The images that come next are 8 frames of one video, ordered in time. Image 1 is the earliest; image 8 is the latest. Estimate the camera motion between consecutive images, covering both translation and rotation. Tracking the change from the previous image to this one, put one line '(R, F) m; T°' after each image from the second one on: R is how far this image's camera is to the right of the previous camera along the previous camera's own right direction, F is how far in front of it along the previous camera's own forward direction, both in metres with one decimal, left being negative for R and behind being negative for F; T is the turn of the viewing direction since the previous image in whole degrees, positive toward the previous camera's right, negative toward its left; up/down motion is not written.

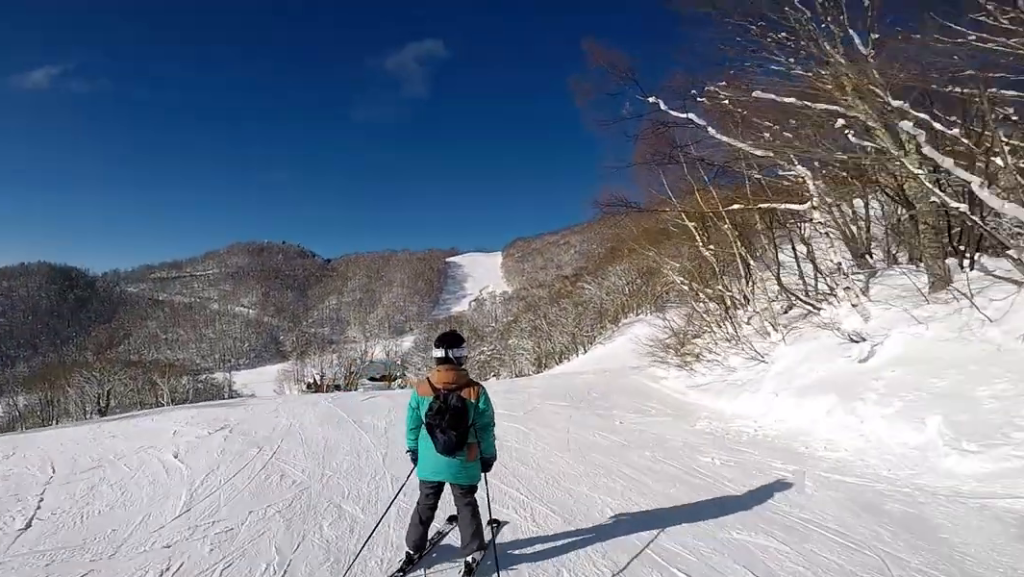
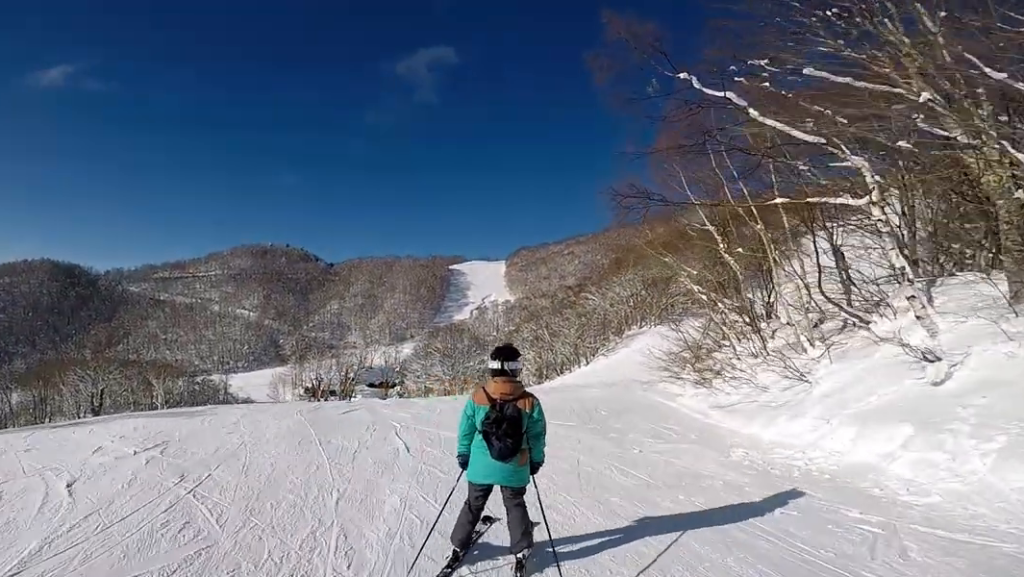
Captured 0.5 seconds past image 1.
(0.0, +1.8) m; -4°
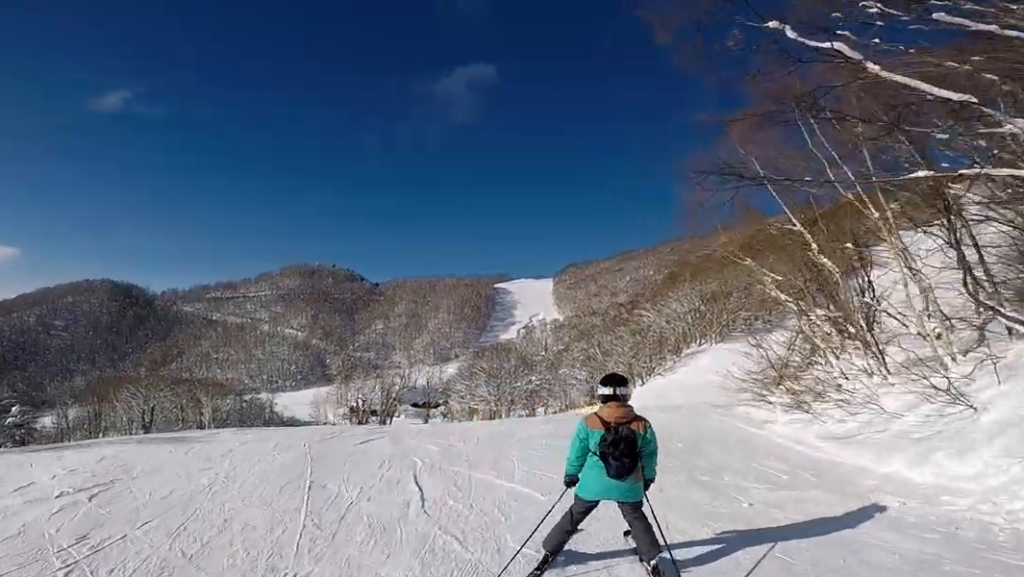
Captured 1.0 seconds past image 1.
(+0.1, +2.1) m; -11°
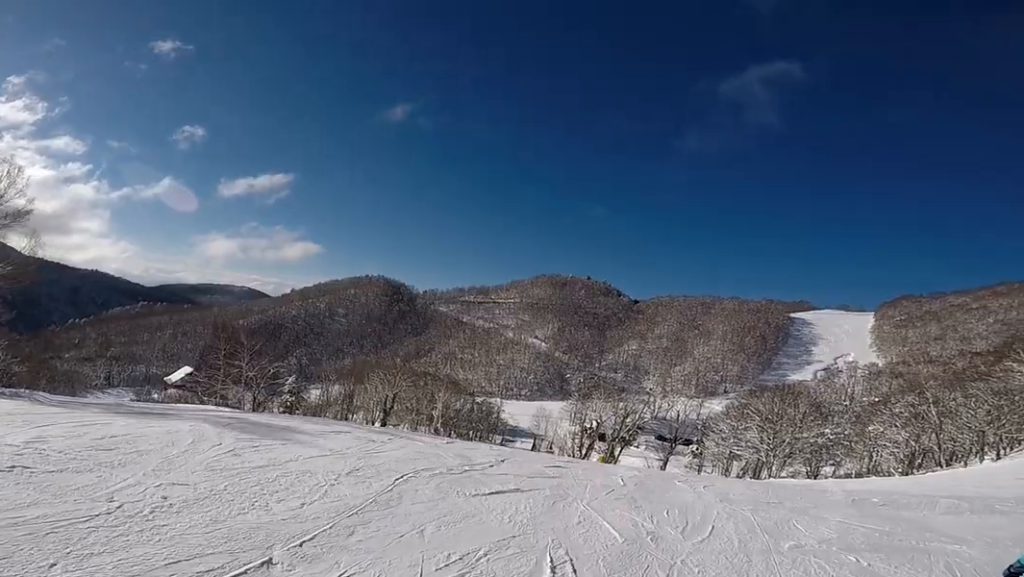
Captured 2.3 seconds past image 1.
(-1.2, +4.2) m; -21°
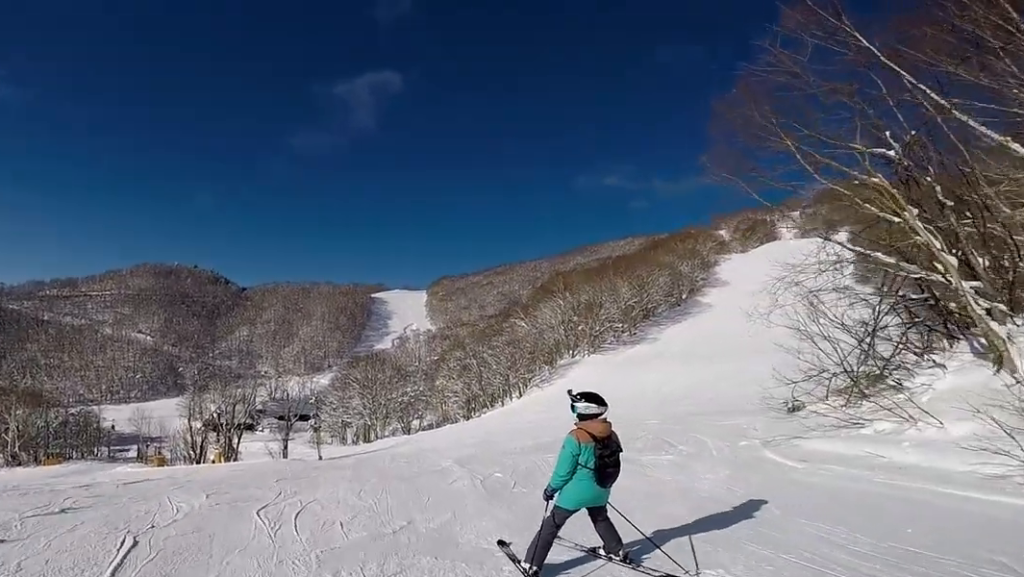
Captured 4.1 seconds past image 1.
(+1.5, +5.7) m; +16°
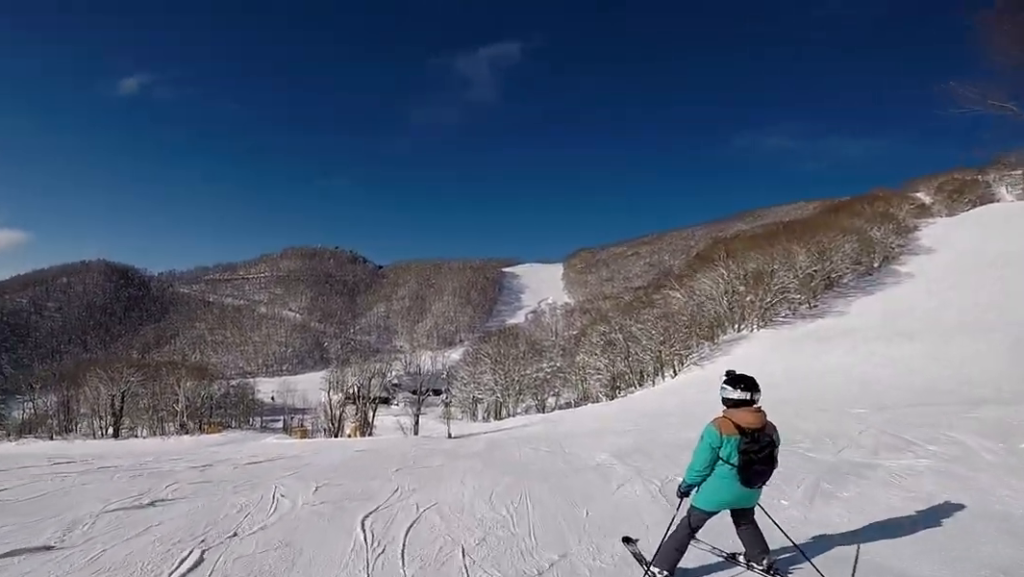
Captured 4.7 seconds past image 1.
(-0.3, +2.0) m; -7°
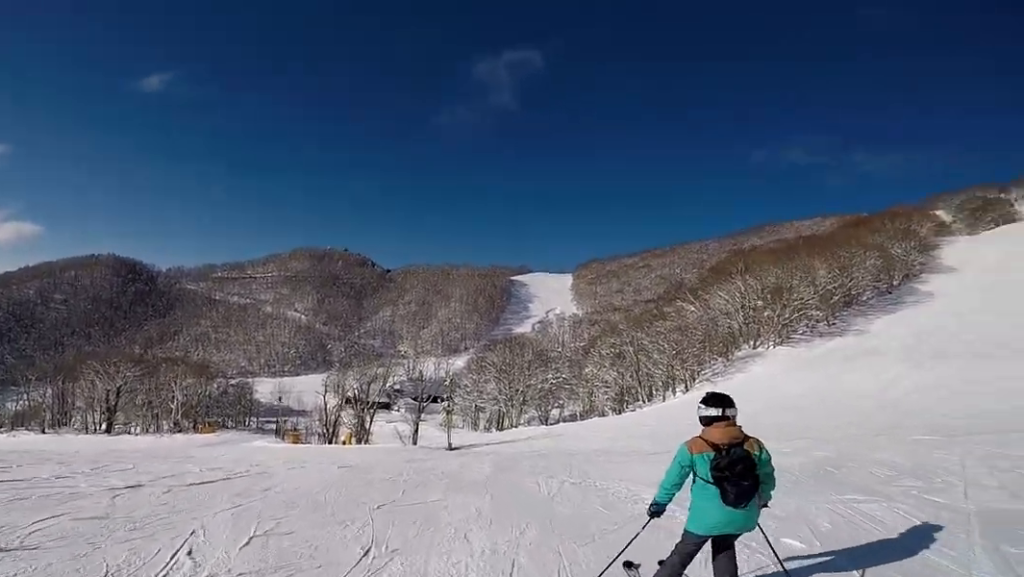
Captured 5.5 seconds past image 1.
(-0.4, +2.9) m; -5°
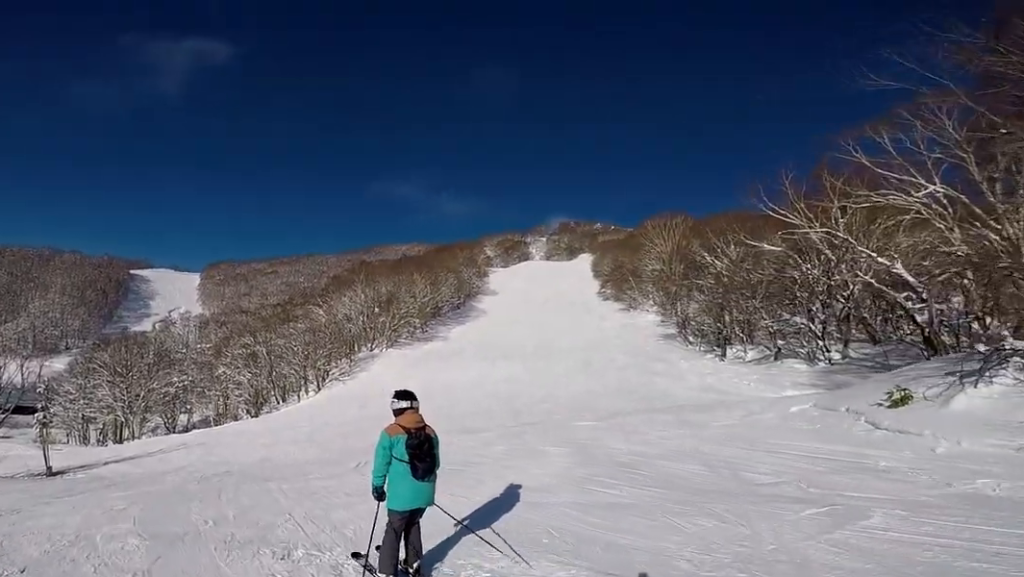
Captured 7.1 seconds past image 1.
(+1.3, +5.9) m; +10°
